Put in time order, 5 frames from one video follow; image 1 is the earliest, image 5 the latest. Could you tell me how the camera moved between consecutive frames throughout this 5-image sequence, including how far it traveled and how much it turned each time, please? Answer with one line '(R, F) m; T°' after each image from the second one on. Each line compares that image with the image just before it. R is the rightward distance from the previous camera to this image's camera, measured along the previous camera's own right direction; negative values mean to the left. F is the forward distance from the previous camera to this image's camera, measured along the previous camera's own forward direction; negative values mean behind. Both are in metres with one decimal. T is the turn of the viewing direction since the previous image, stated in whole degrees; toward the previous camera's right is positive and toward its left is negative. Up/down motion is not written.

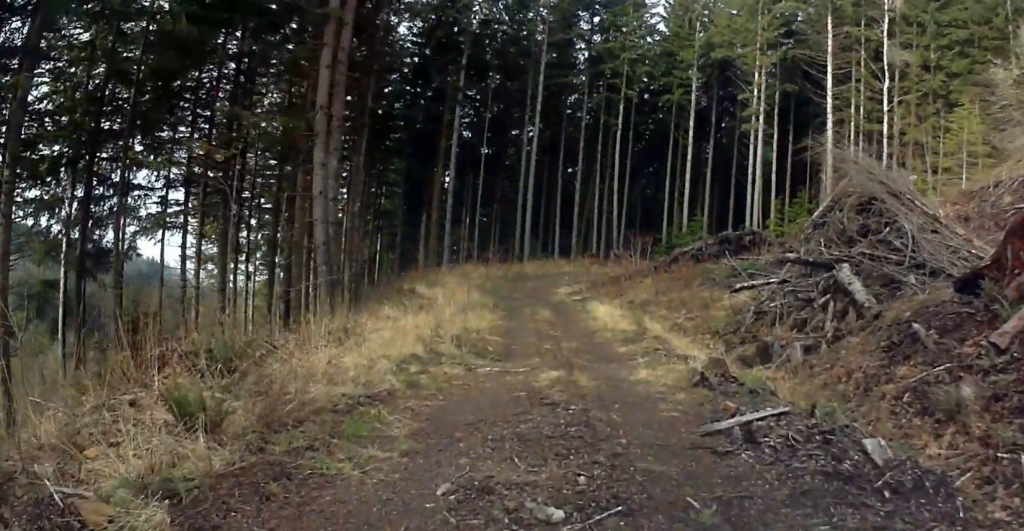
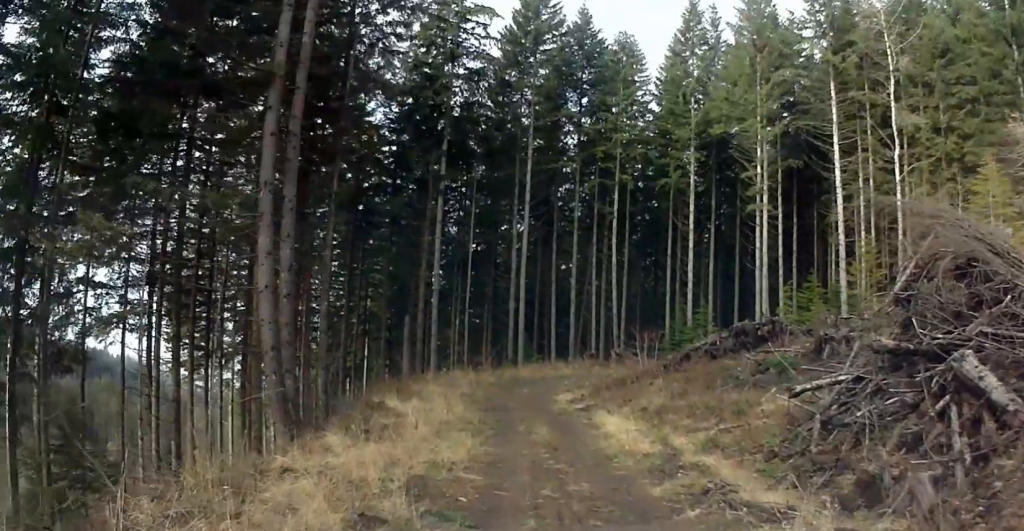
(+0.5, +8.5) m; +10°
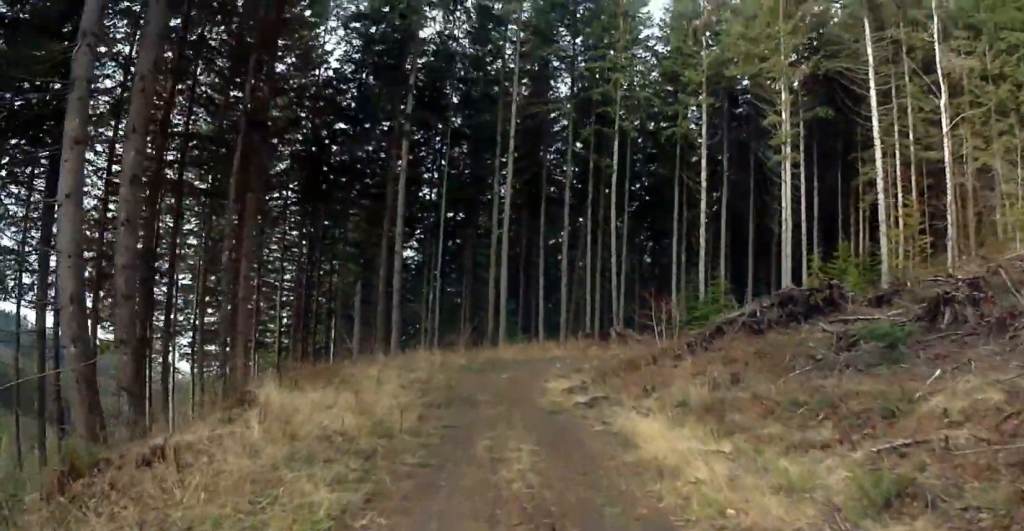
(-0.3, +11.5) m; -9°
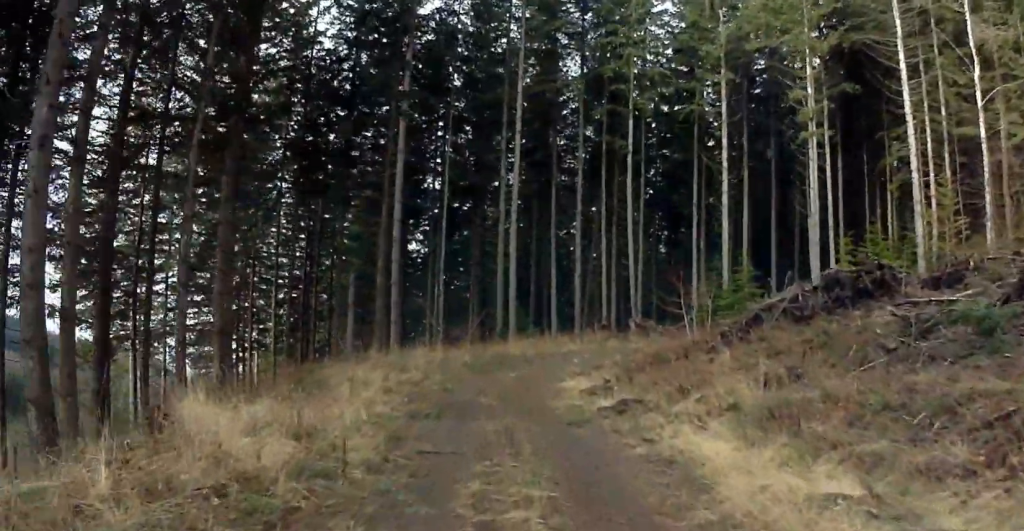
(-0.3, +3.9) m; -3°
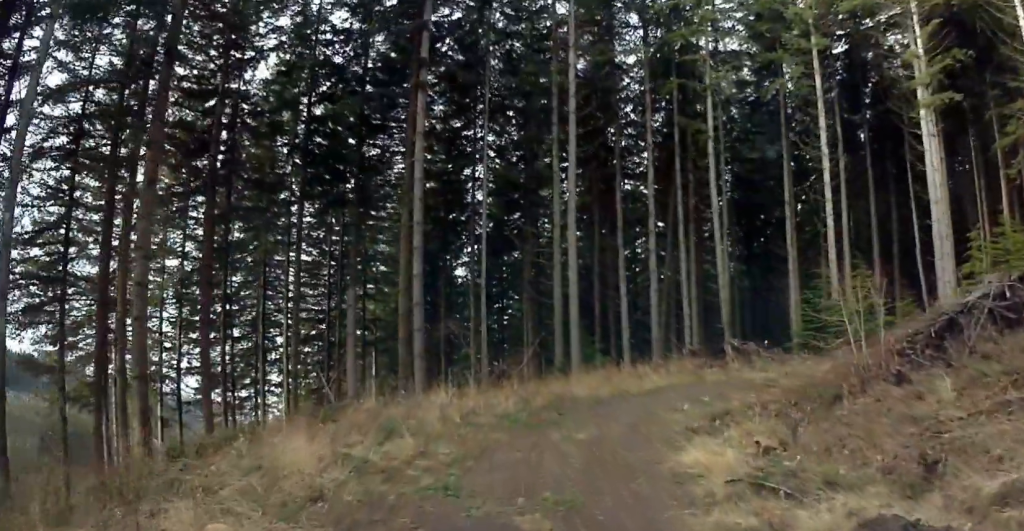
(-0.2, +10.6) m; -1°
